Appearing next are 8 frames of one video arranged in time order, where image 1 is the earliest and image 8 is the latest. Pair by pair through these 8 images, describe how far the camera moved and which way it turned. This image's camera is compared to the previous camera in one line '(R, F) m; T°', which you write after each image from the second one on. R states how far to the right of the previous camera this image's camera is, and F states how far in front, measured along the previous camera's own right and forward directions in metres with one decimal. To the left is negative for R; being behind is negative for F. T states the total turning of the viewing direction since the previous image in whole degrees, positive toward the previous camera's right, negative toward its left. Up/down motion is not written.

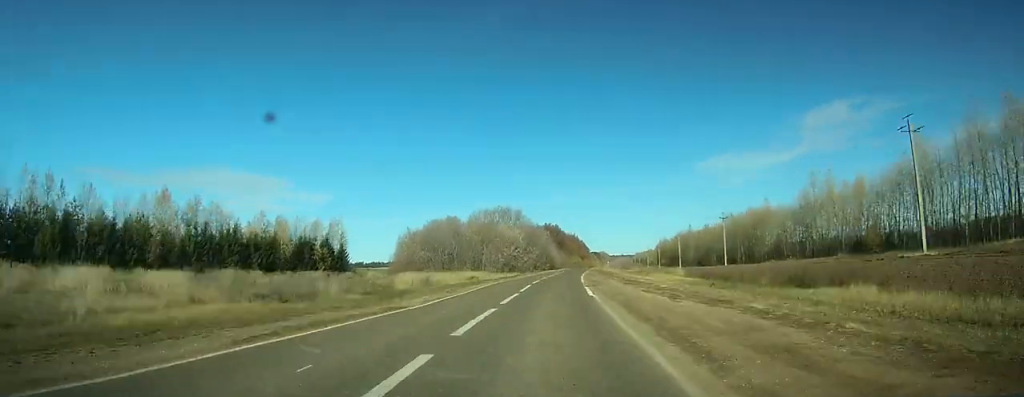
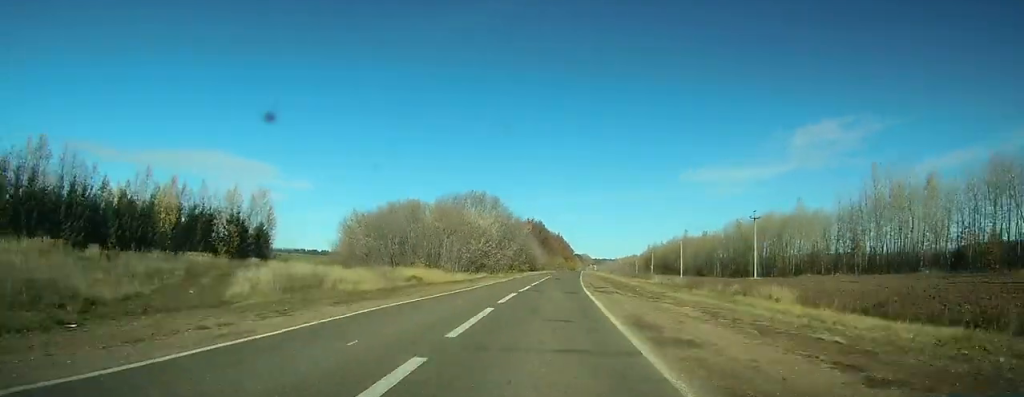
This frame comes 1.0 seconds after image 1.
(+1.5, +23.8) m; +1°
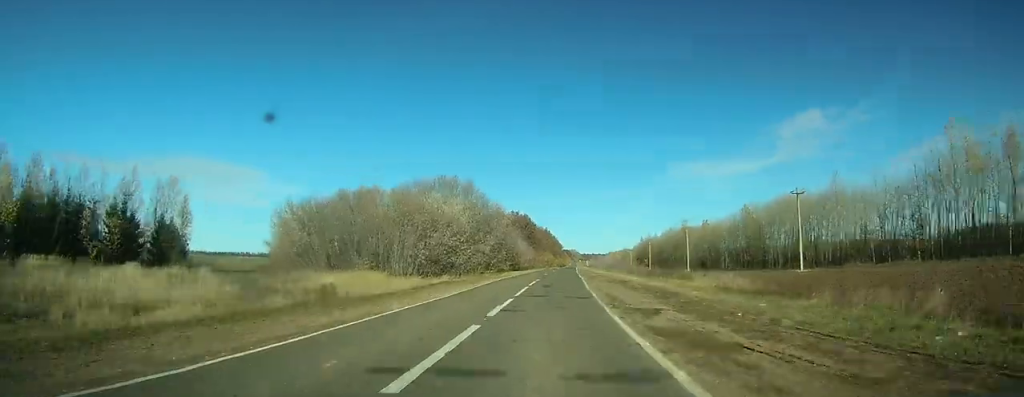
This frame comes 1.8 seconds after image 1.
(+0.8, +19.1) m; +1°
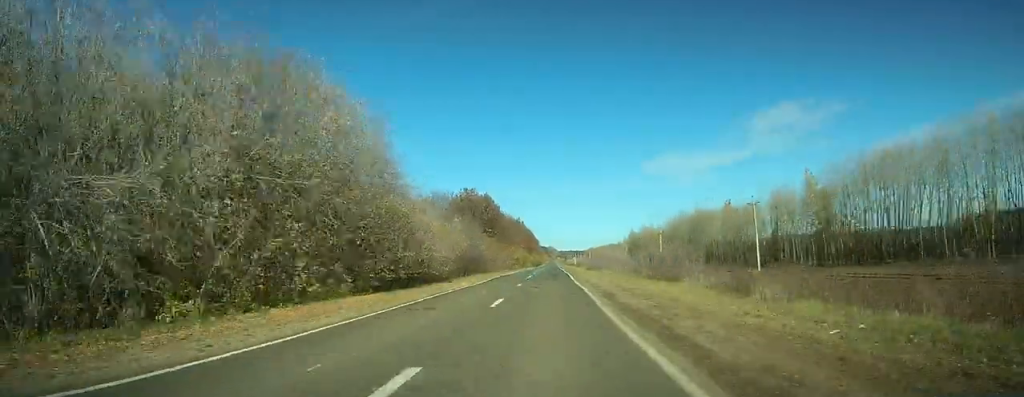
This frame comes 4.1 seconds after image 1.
(-1.5, +59.4) m; -5°
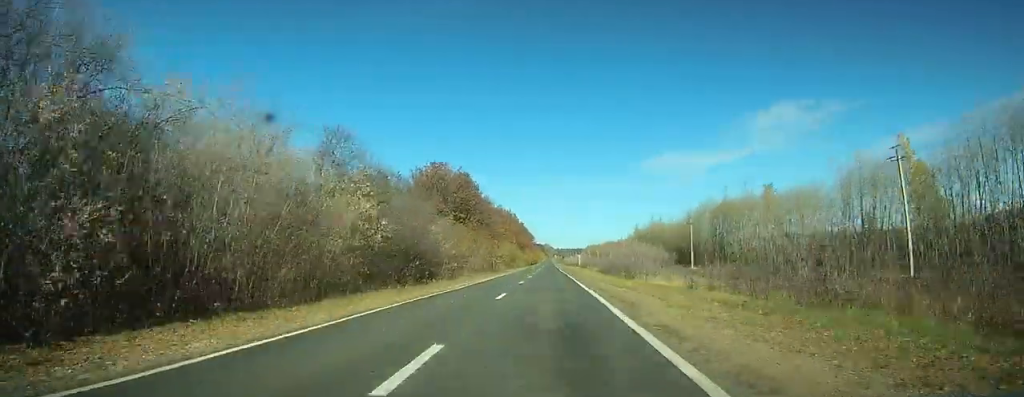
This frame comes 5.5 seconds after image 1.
(-3.7, +35.0) m; +6°
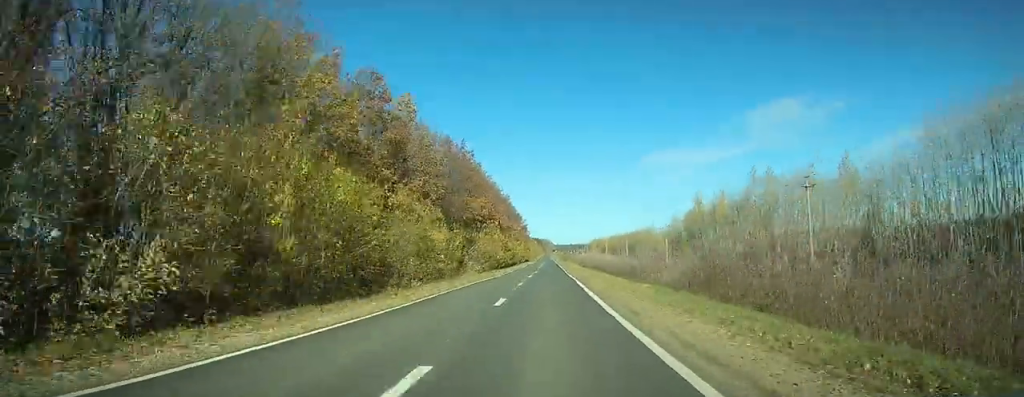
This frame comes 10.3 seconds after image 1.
(+15.2, +104.8) m; +7°
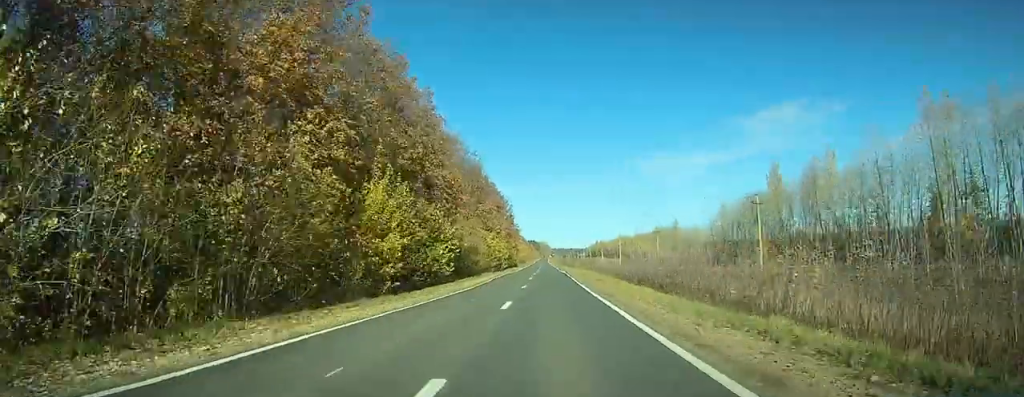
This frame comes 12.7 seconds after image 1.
(0.0, +47.6) m; -3°
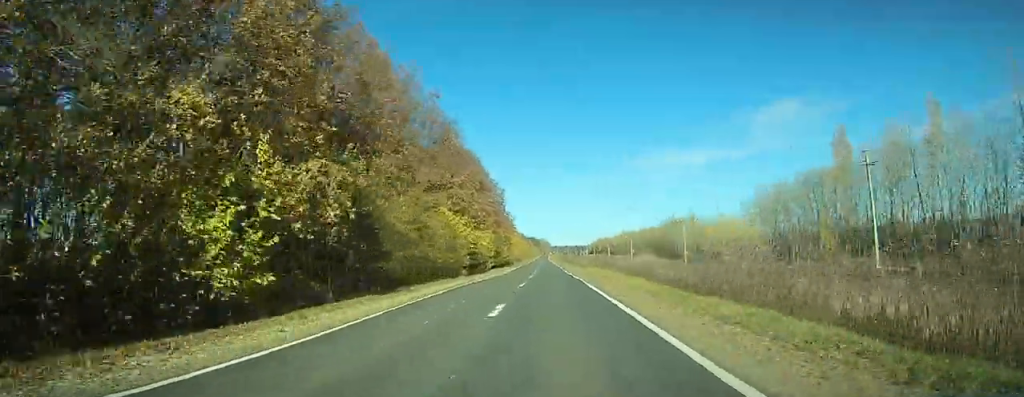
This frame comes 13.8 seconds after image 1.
(-0.9, +24.0) m; -2°
